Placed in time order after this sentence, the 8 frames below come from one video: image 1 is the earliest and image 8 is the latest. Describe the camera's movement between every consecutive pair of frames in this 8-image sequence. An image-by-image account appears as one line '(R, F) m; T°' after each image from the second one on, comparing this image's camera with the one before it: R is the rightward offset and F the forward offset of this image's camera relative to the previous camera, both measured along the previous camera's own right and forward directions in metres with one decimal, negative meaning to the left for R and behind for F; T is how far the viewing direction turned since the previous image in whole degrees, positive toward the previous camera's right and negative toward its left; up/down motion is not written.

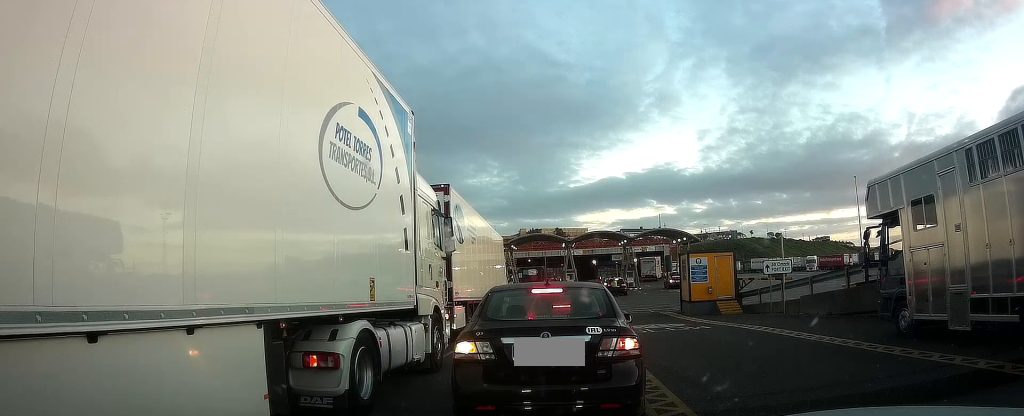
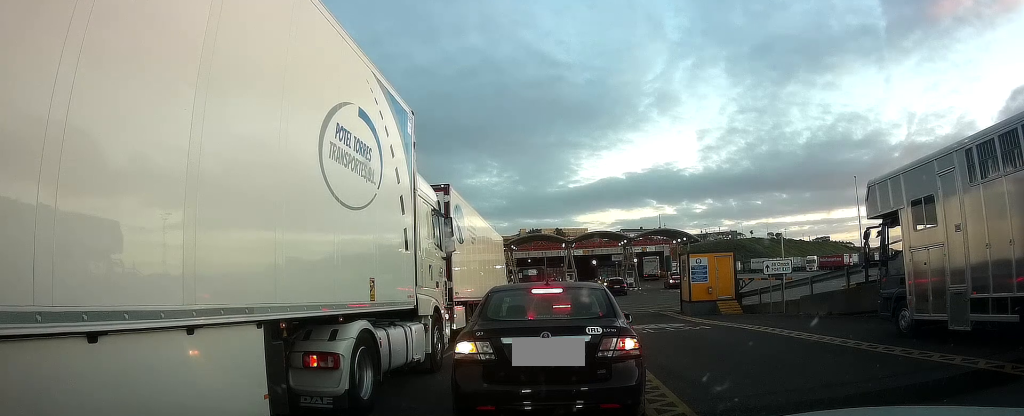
(0.0, 0.0) m; 0°
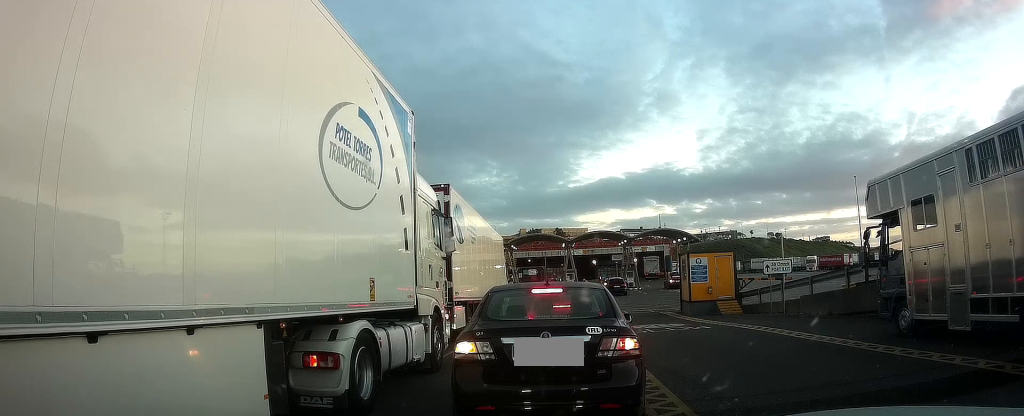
(0.0, 0.0) m; 0°
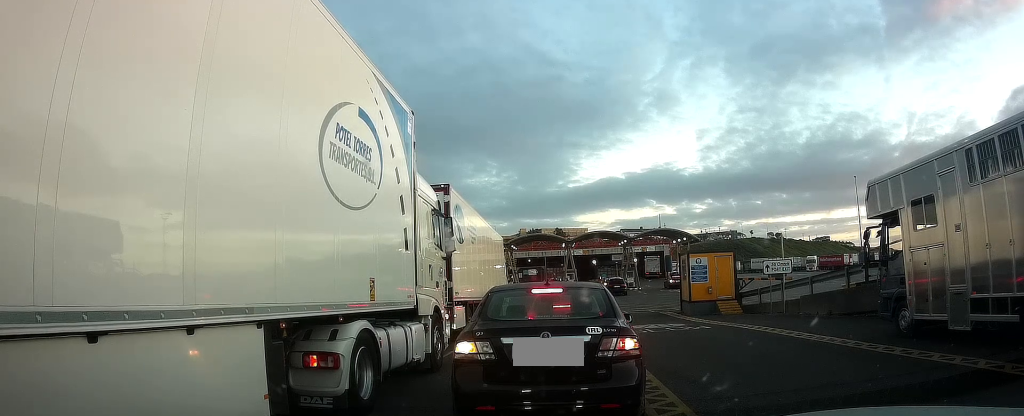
(0.0, 0.0) m; 0°
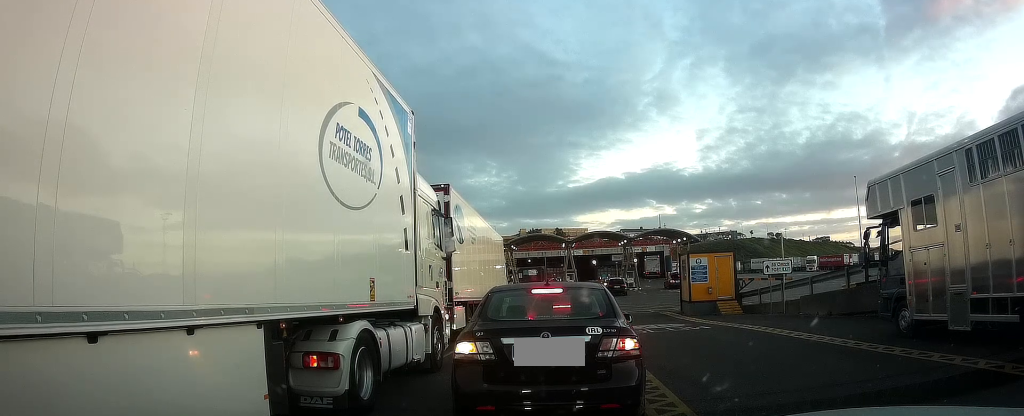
(0.0, 0.0) m; 0°
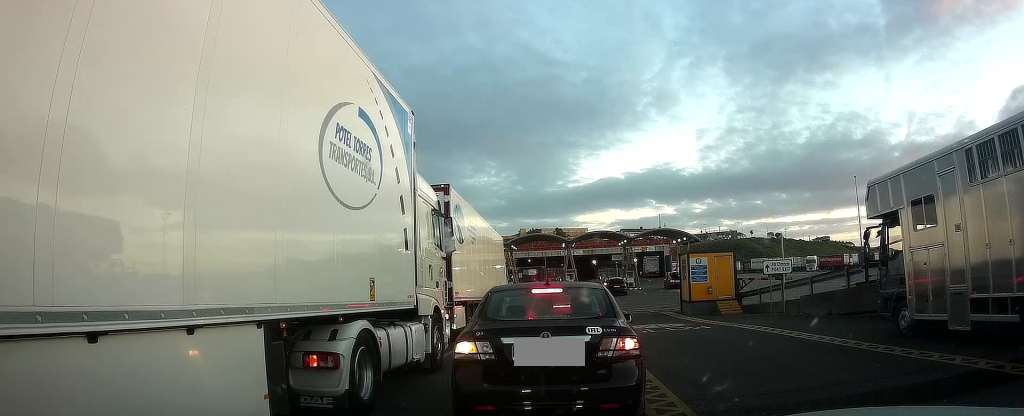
(-0.2, +0.3) m; 0°
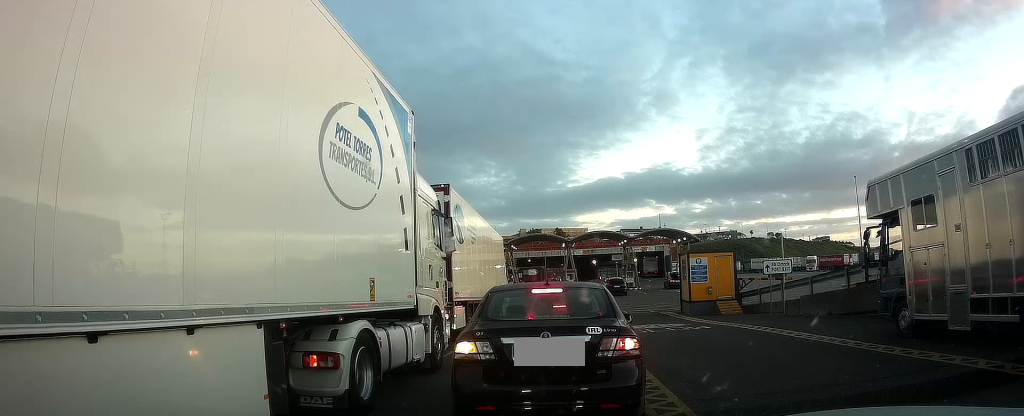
(-0.1, +0.2) m; 0°
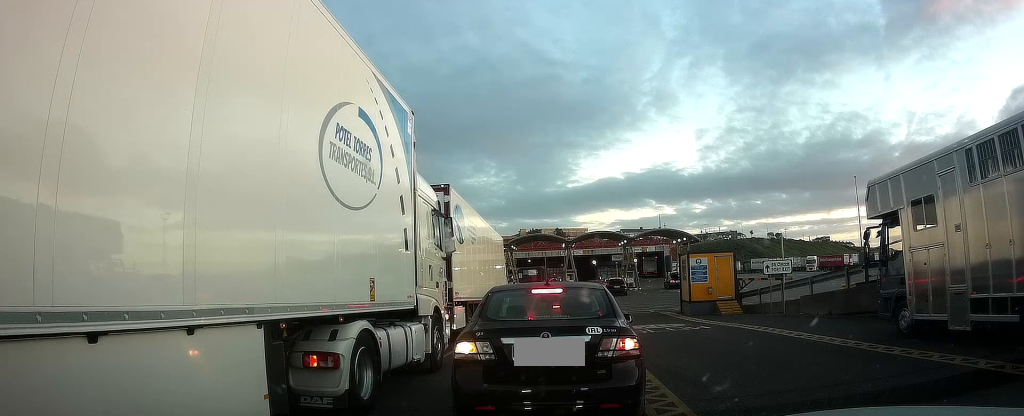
(0.0, 0.0) m; 0°
